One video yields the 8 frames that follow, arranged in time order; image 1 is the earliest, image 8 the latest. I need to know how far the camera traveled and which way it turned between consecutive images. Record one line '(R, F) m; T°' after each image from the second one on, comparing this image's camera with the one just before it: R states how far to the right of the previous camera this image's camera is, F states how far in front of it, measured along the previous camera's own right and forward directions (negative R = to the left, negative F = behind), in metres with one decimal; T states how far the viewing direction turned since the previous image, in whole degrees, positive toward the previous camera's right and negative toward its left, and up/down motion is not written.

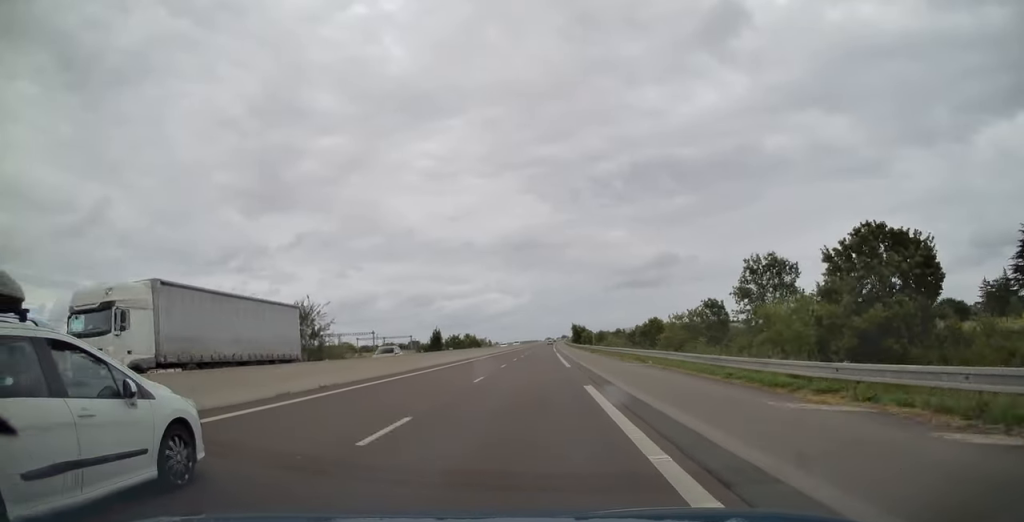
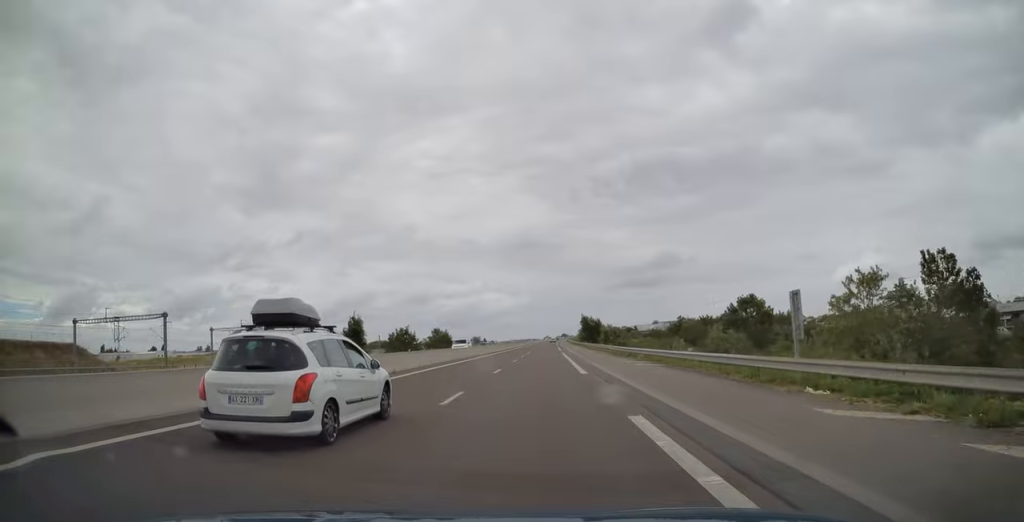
(-0.2, +60.0) m; 0°
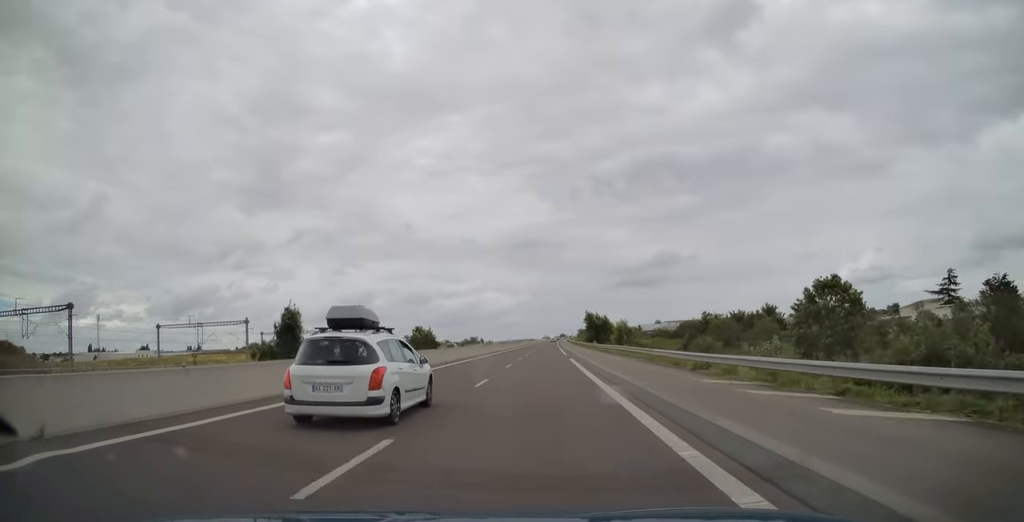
(0.0, +20.9) m; 0°
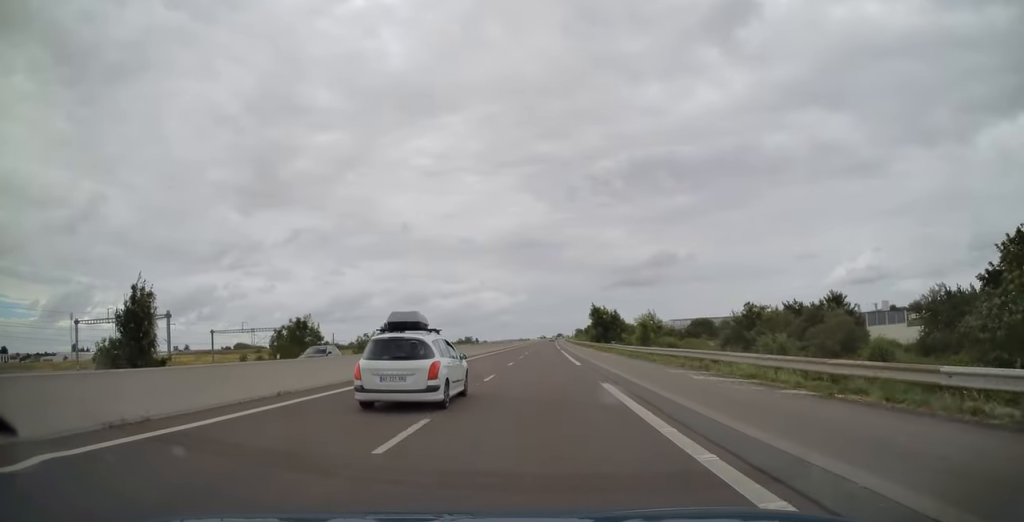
(0.0, +24.1) m; 0°
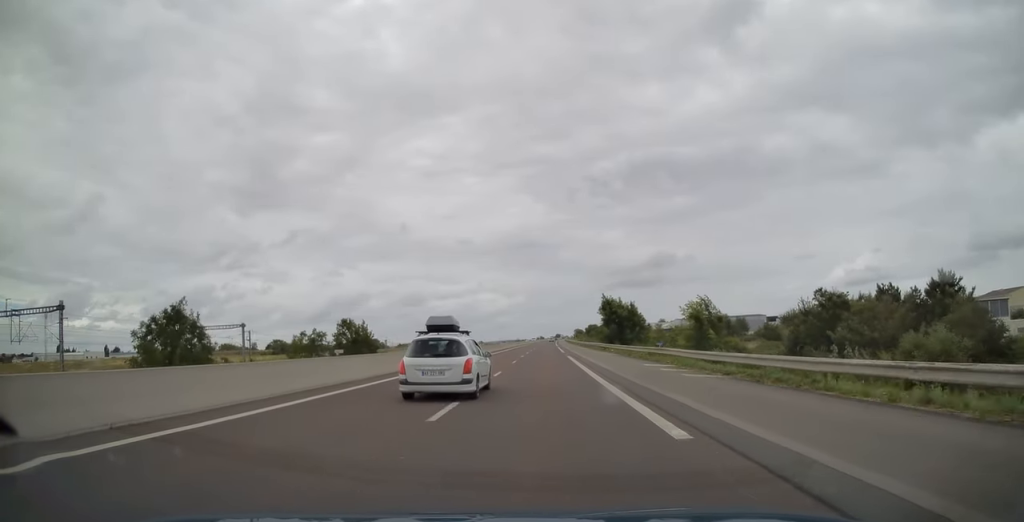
(0.0, +23.1) m; 0°
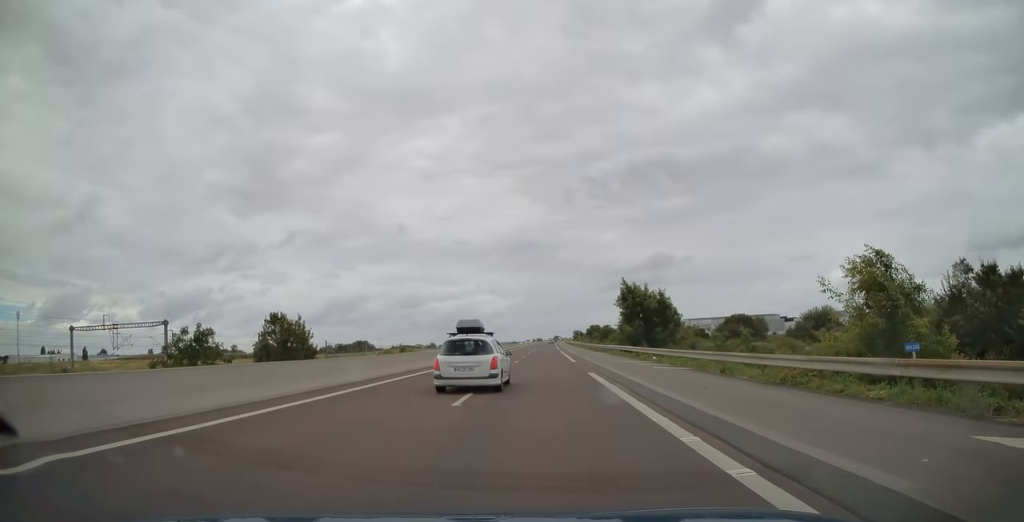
(+0.1, +23.6) m; 0°
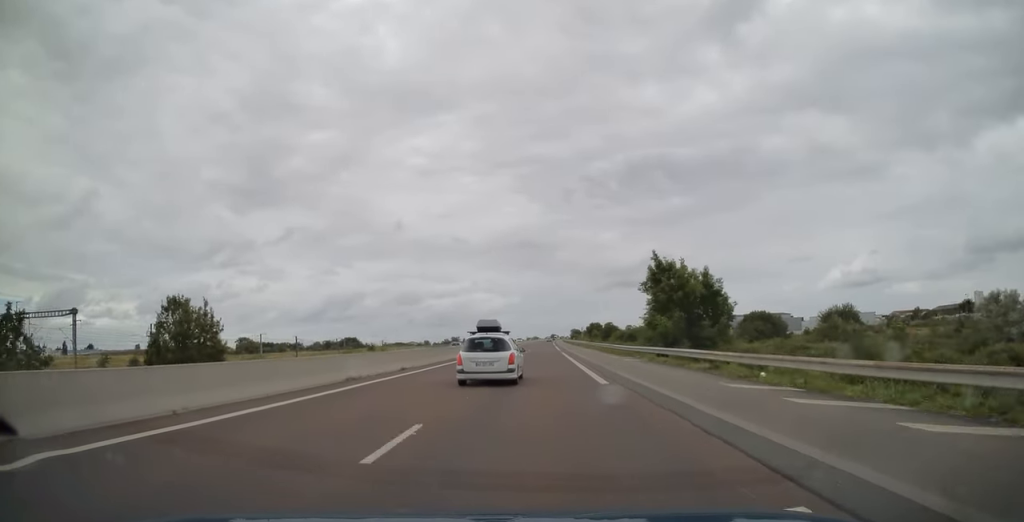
(+0.2, +19.3) m; 0°
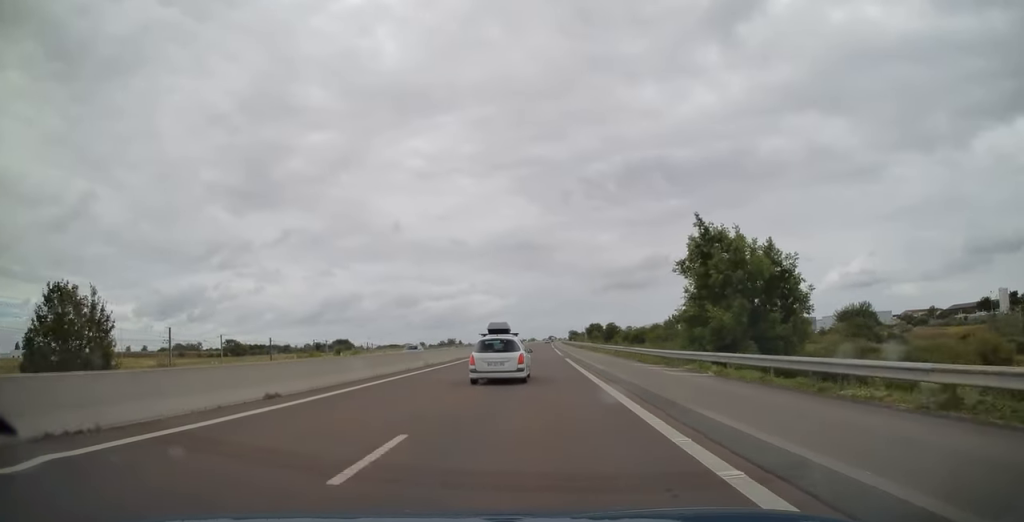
(-0.1, +14.0) m; 0°
